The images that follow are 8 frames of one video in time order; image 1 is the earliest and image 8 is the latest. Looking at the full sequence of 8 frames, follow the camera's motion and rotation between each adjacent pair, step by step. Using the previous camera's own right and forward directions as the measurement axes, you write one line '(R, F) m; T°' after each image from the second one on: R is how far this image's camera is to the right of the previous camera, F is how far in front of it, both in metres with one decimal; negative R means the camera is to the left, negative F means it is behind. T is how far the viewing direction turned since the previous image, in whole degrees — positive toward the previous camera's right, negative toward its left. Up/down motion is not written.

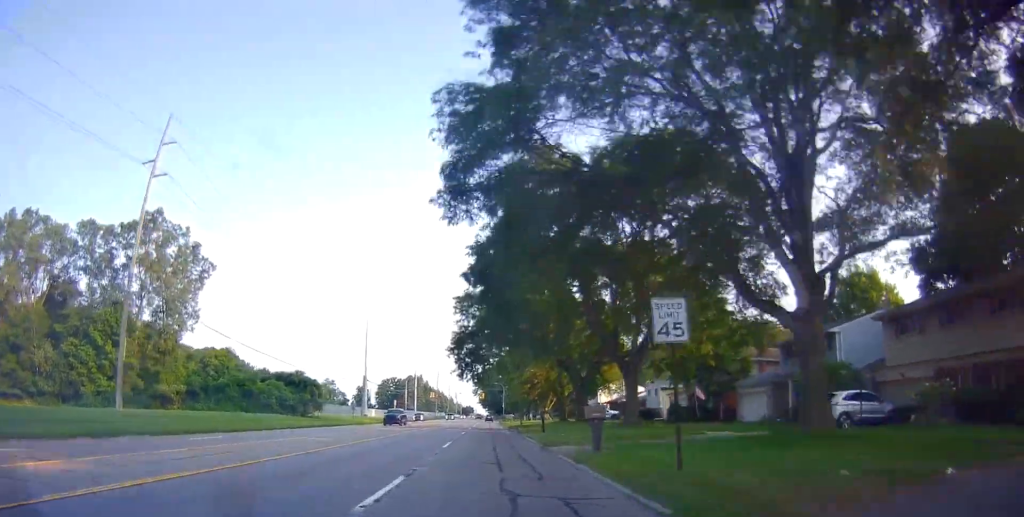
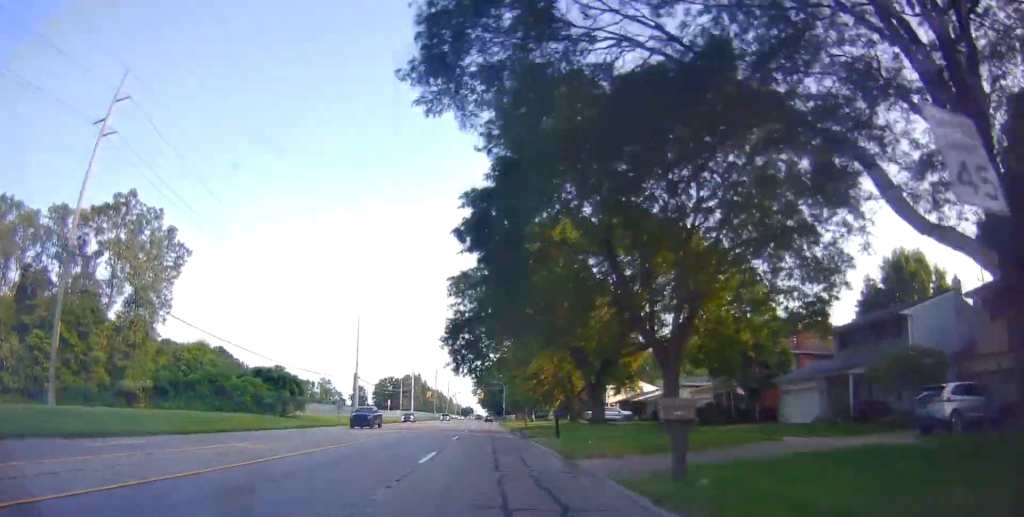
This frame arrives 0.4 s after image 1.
(+0.1, +7.4) m; 0°
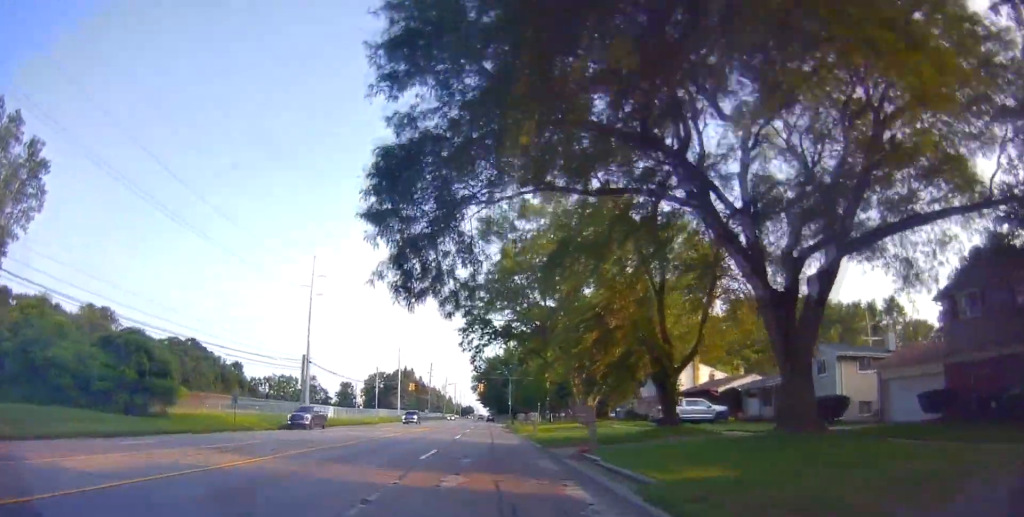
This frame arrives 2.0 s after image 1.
(+0.2, +29.1) m; 0°
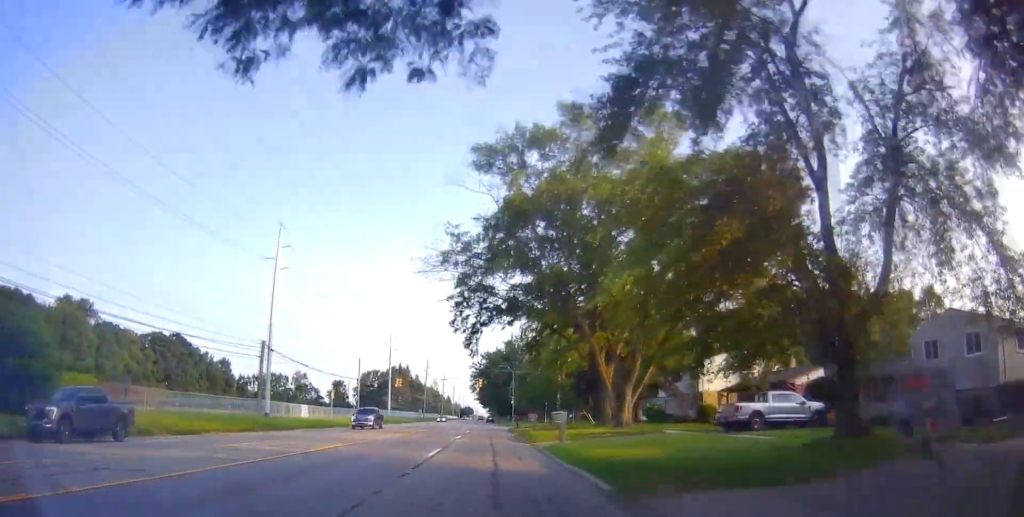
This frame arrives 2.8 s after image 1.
(0.0, +13.4) m; 0°
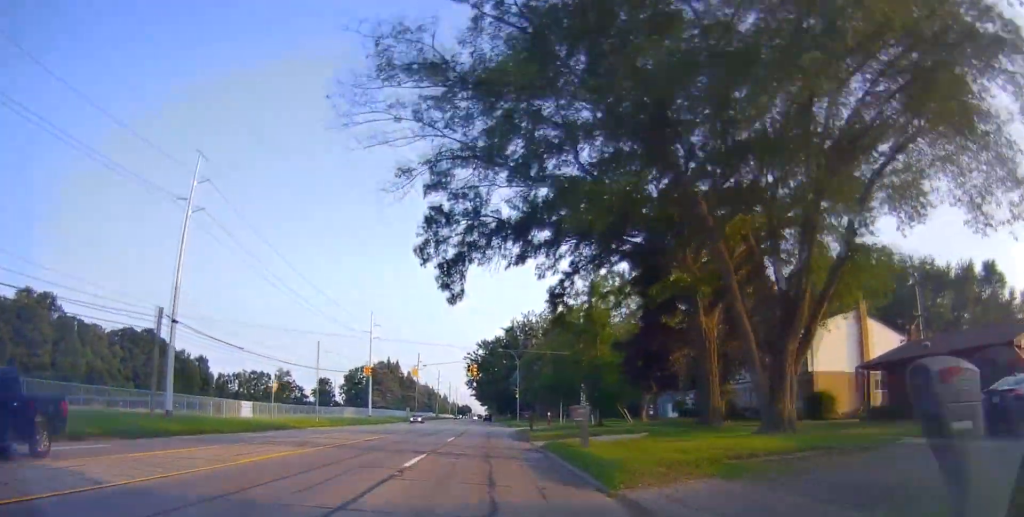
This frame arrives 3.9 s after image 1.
(+0.1, +19.0) m; 0°
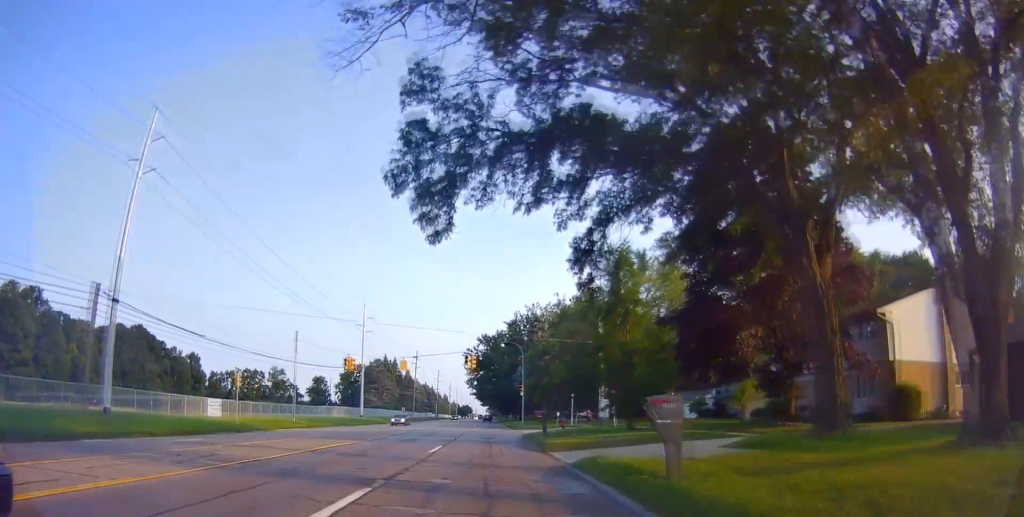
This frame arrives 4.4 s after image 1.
(0.0, +7.7) m; 0°
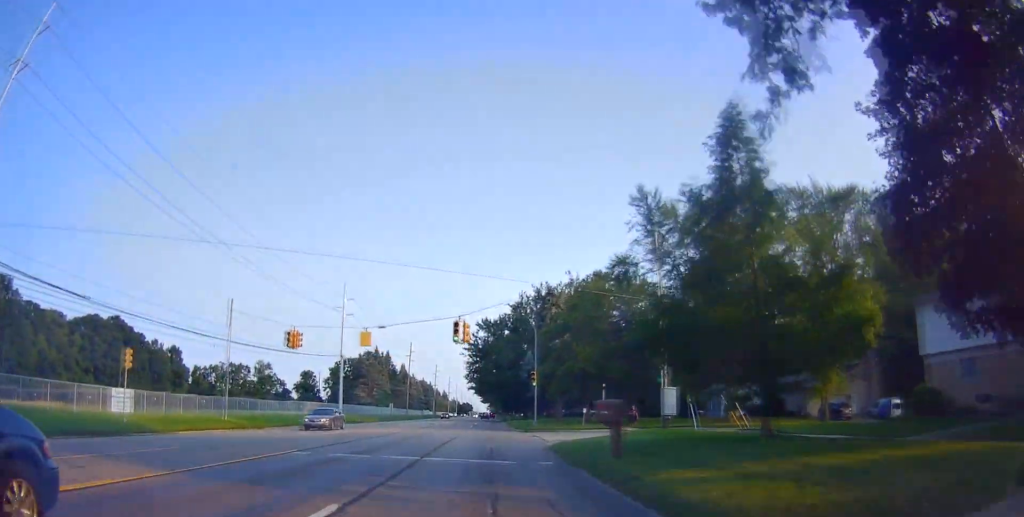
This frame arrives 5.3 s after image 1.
(-0.1, +15.5) m; -1°
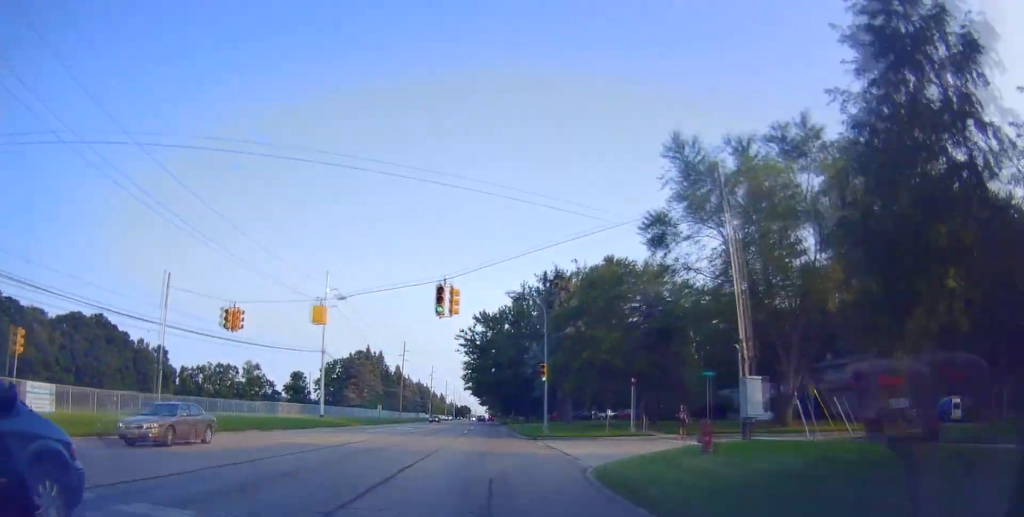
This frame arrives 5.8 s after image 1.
(0.0, +10.1) m; -1°
